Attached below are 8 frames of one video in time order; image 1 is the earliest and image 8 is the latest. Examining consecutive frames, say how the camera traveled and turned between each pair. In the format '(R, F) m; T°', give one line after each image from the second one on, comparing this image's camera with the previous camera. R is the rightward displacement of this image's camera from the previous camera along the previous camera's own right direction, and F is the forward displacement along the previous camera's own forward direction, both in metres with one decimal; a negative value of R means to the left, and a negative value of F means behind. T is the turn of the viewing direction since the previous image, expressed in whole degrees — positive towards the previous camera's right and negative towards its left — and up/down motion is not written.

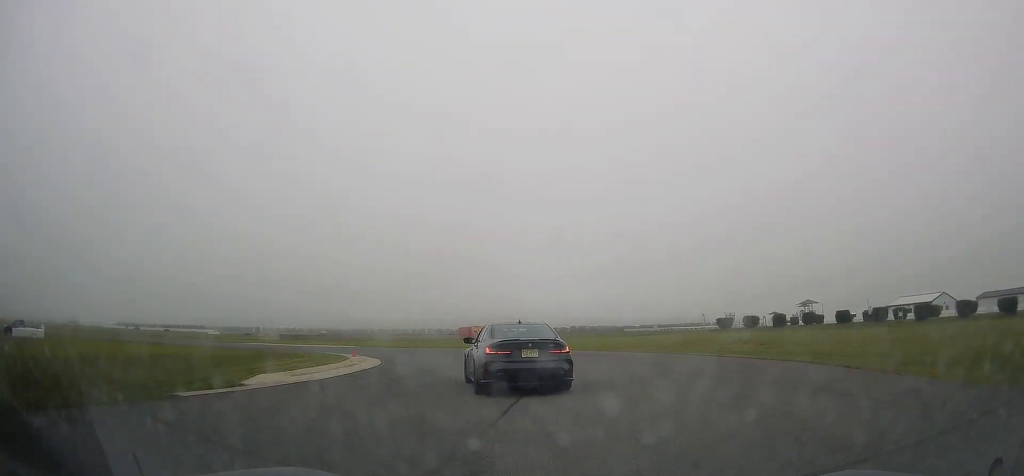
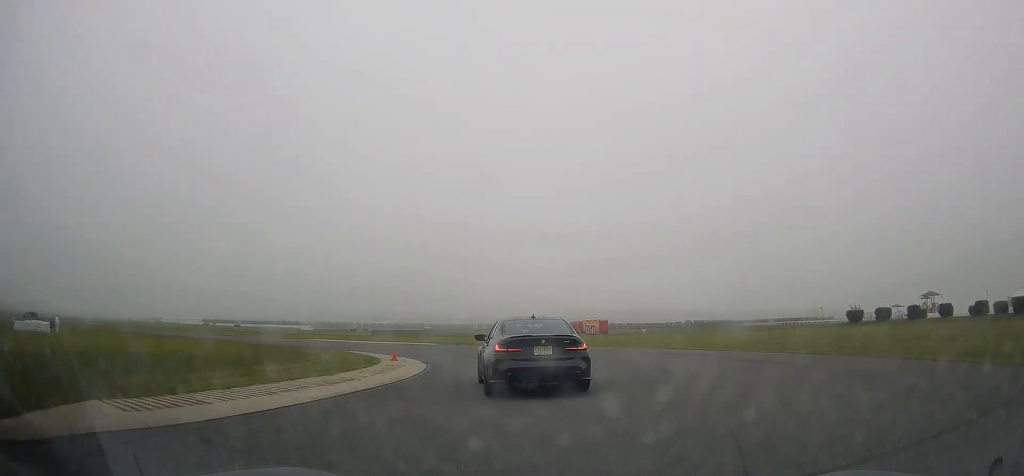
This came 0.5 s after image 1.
(-1.0, +10.5) m; -13°
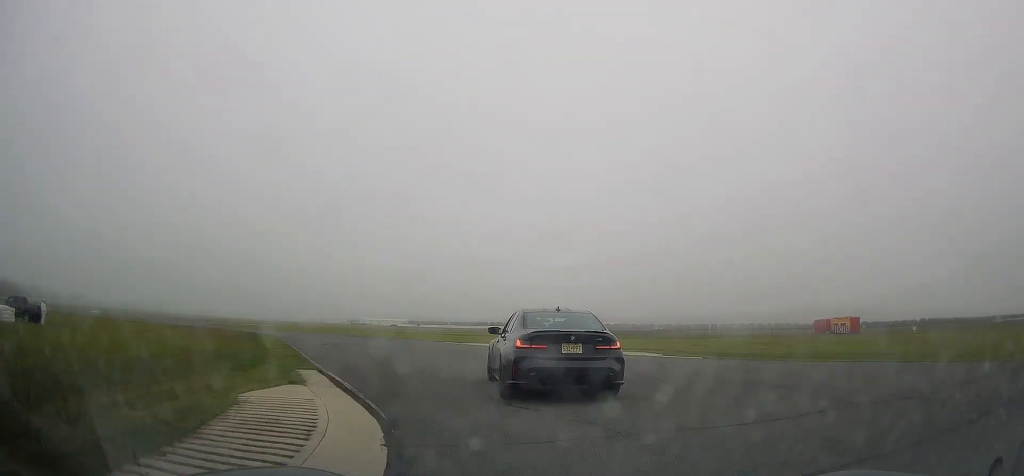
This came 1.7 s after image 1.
(-5.1, +22.5) m; -26°
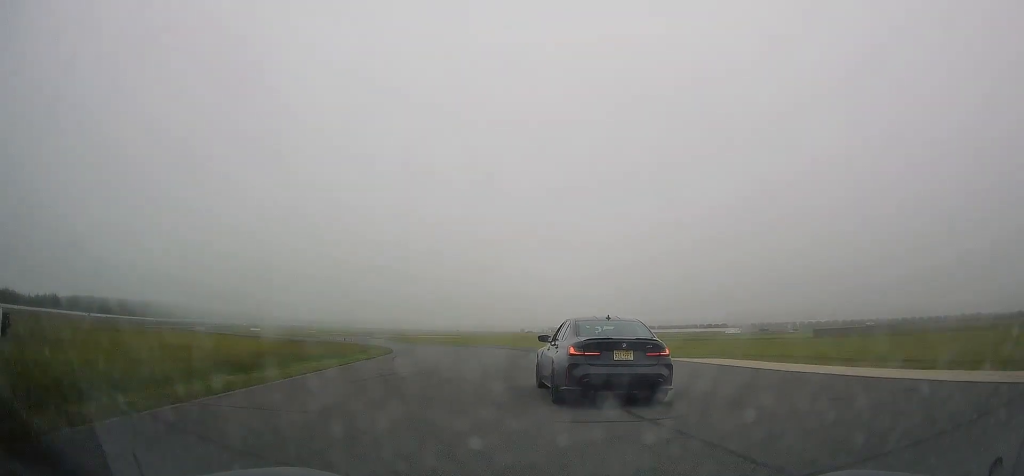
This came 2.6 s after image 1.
(-3.2, +17.8) m; -15°
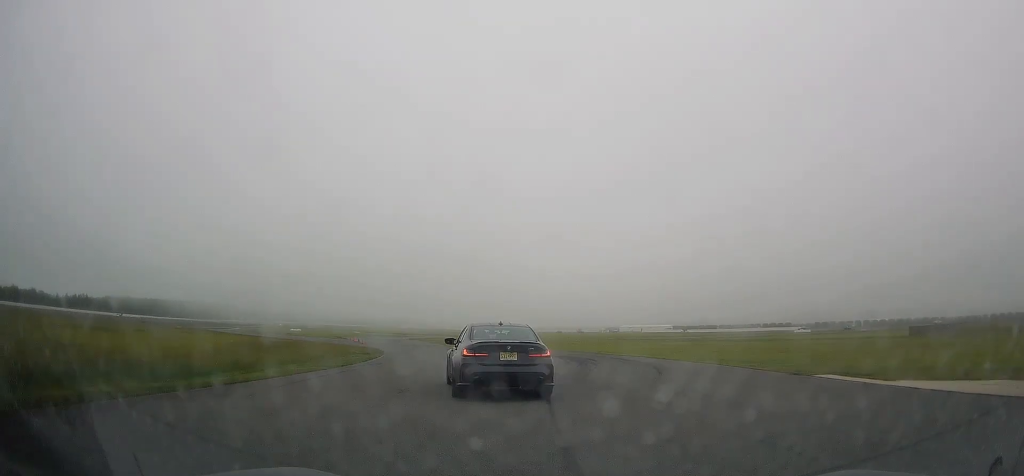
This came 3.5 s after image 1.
(-1.6, +15.8) m; -10°
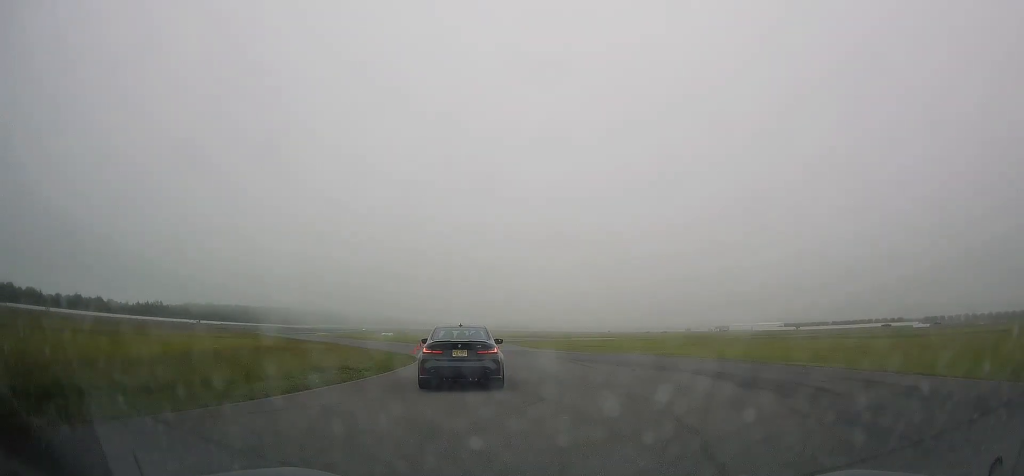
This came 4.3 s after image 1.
(-1.5, +15.9) m; -9°
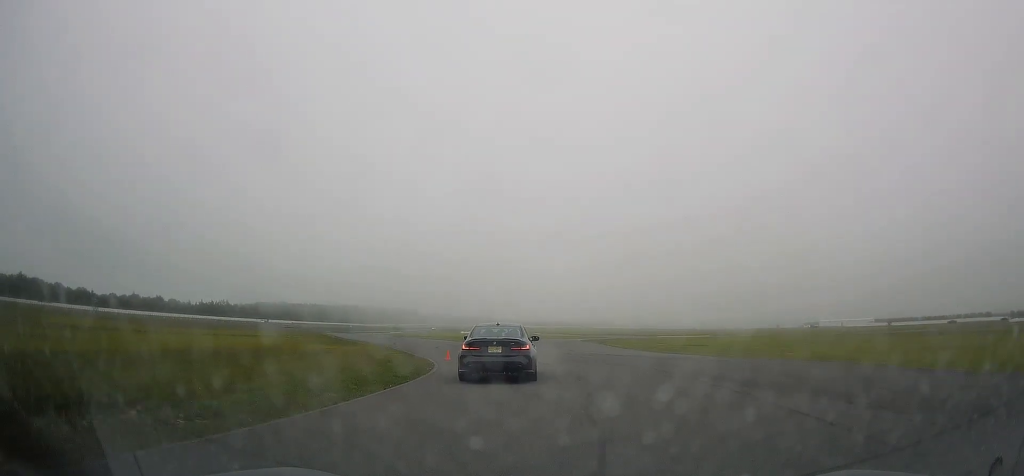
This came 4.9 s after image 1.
(-0.7, +13.4) m; -6°
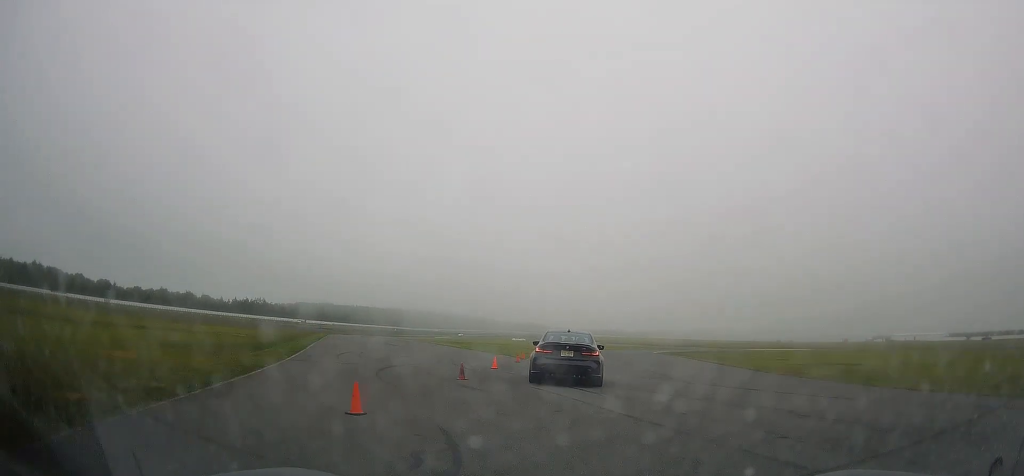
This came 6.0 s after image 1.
(-1.9, +25.4) m; -6°
